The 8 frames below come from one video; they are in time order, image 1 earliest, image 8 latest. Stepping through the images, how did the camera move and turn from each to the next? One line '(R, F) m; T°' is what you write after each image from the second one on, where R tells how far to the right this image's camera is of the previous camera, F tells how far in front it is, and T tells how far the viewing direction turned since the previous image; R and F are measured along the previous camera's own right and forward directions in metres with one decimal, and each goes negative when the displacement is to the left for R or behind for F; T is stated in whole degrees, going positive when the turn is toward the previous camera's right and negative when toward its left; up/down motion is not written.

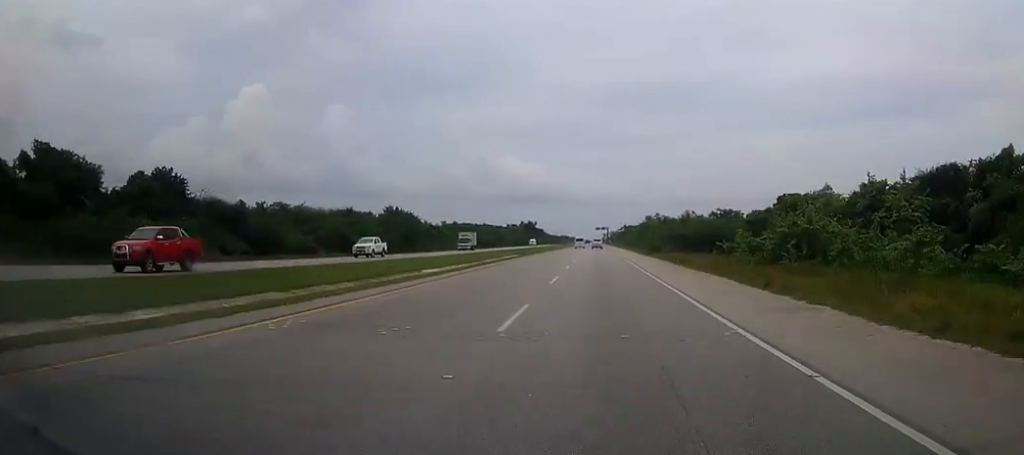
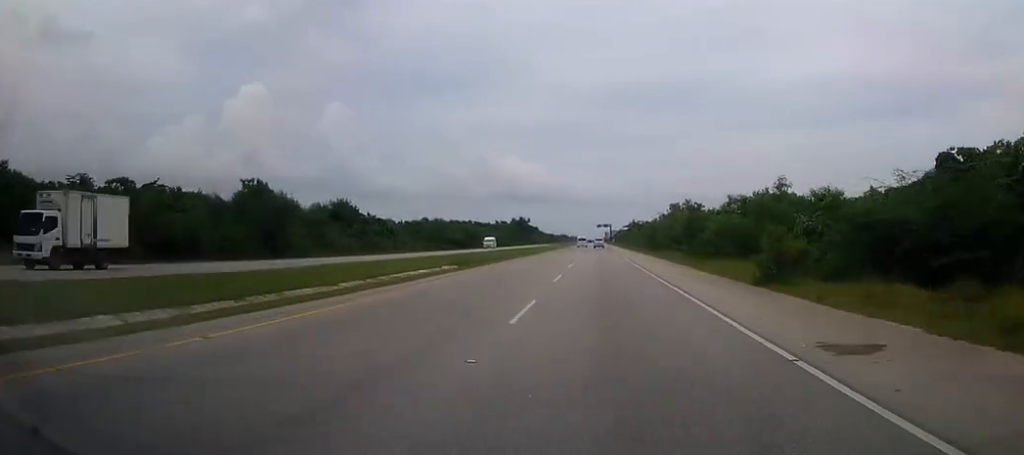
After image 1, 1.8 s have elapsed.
(0.0, +46.6) m; 0°
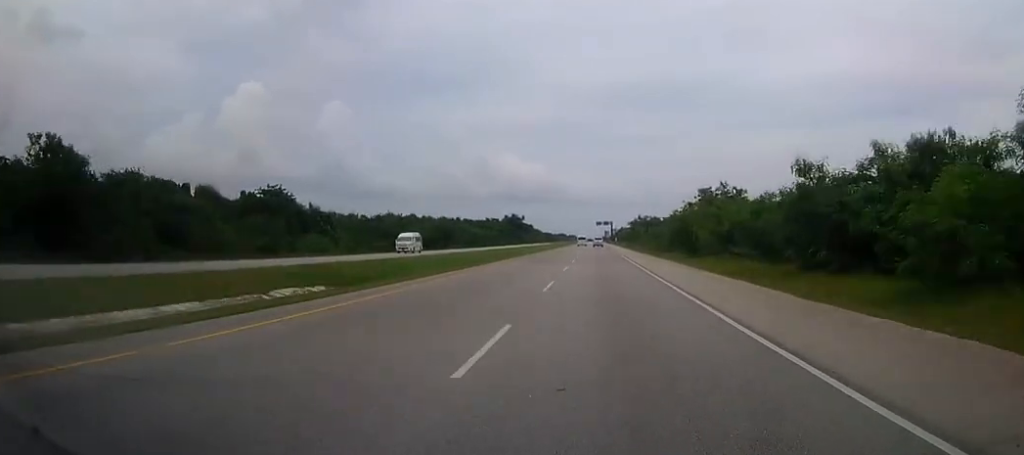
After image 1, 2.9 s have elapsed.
(0.0, +28.4) m; 0°
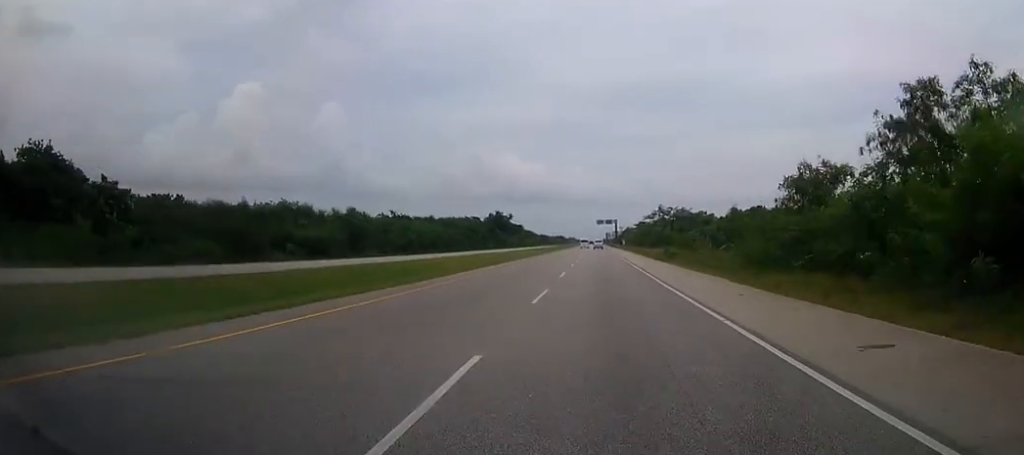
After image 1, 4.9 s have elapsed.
(0.0, +51.3) m; 0°
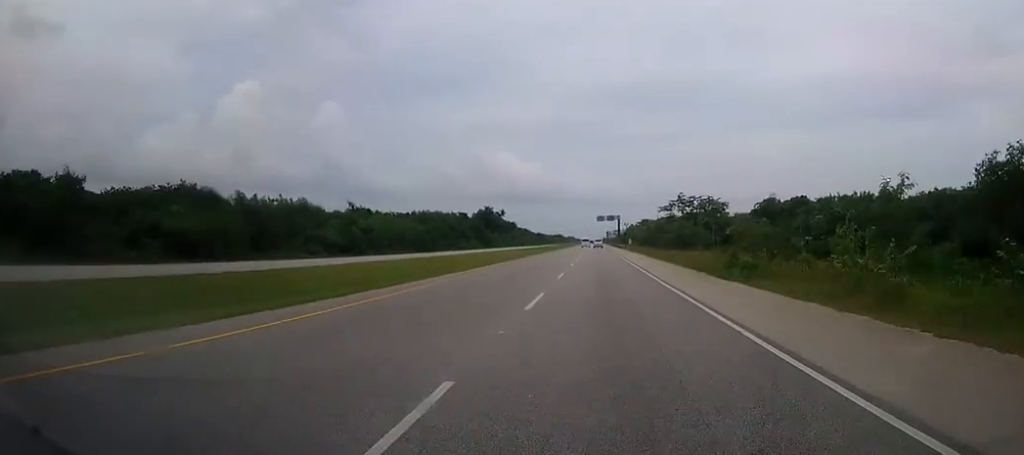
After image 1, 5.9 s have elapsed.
(0.0, +25.1) m; 0°
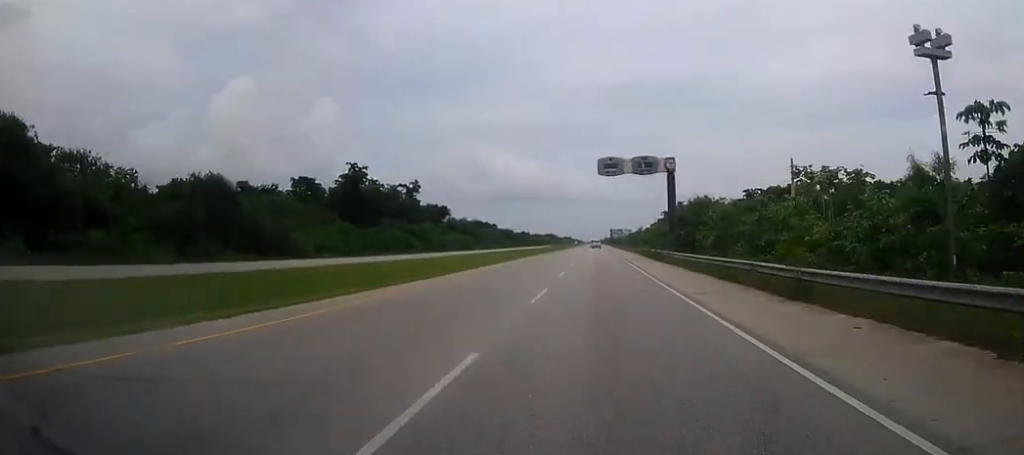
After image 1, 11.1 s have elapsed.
(+0.2, +130.5) m; 0°
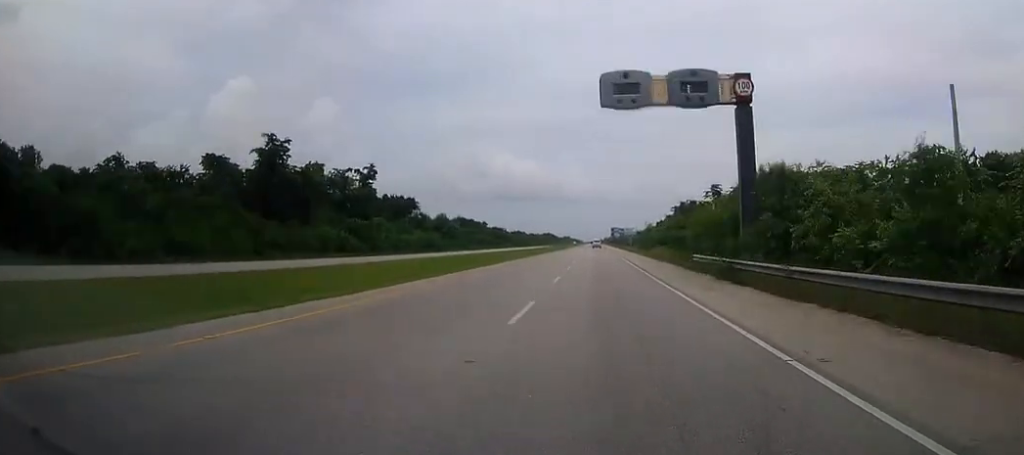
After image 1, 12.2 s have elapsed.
(0.0, +27.4) m; 0°
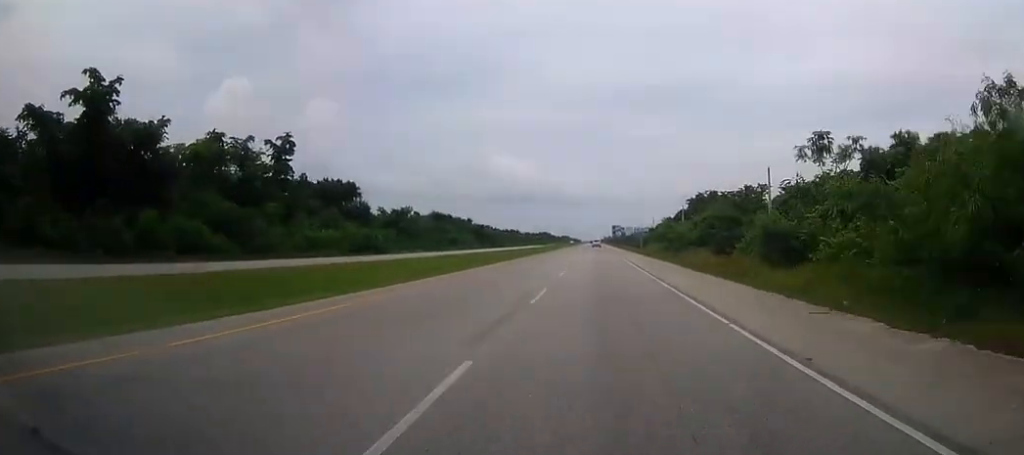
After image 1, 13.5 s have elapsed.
(0.0, +32.9) m; 0°
